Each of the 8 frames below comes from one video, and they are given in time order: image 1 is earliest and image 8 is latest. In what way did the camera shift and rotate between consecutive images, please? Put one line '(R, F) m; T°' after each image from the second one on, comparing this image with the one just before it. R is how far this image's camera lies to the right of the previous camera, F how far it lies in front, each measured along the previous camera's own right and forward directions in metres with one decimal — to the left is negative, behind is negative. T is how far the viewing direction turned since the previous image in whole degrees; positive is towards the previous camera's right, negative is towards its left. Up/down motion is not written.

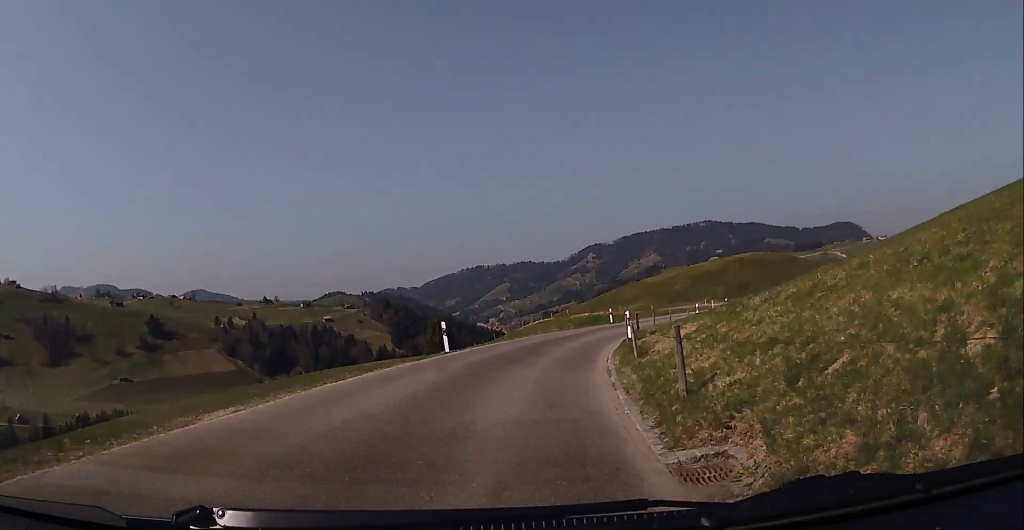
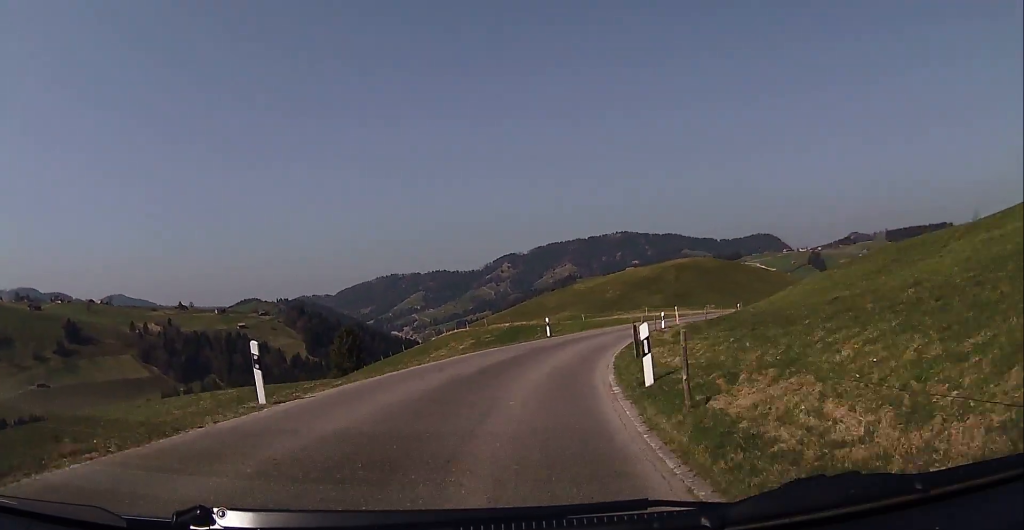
(+0.1, +10.6) m; +4°
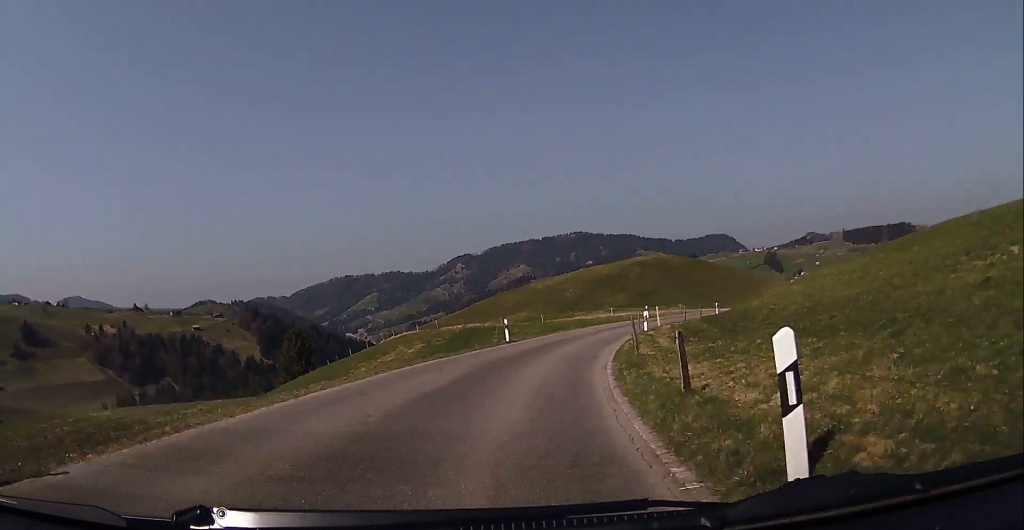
(+0.3, +5.3) m; +5°
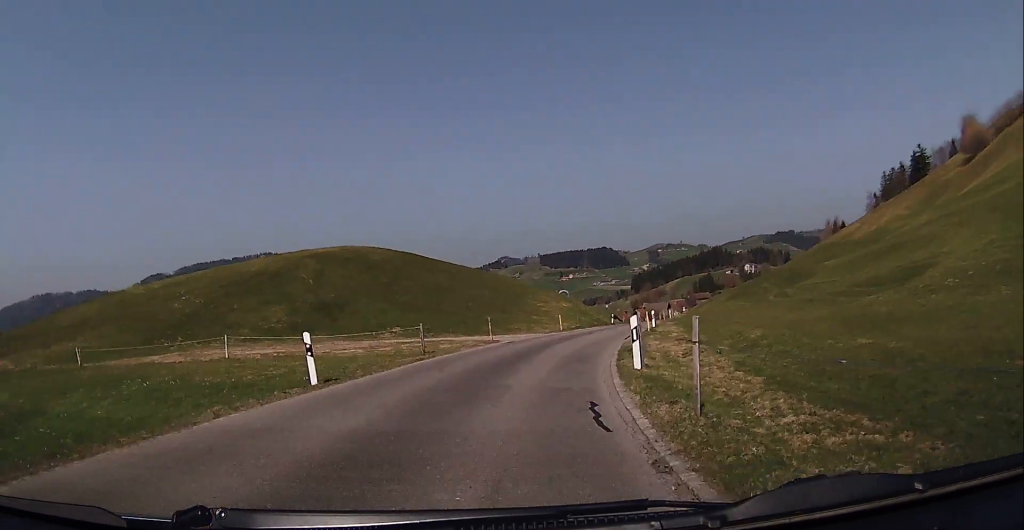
(+8.2, +34.1) m; +31°
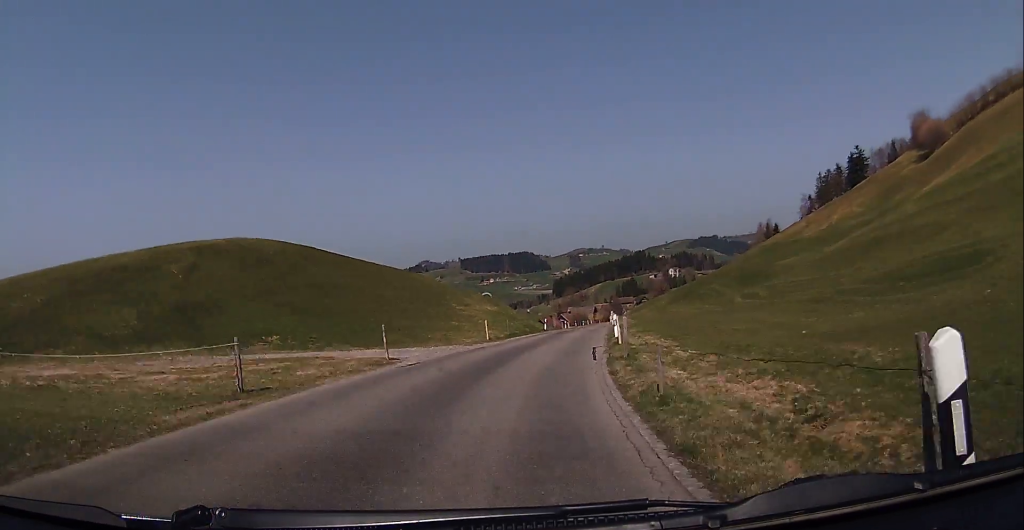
(+1.2, +7.7) m; +11°
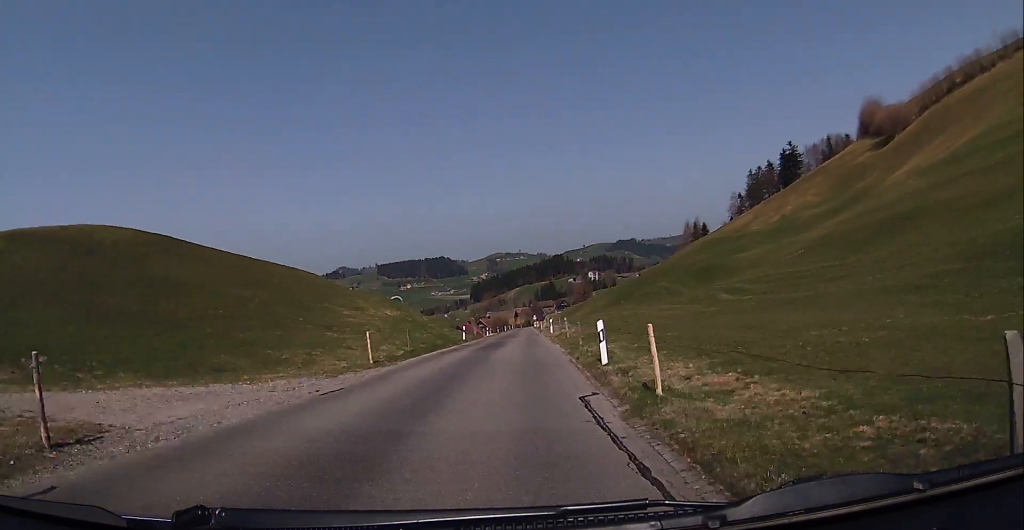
(+1.3, +10.7) m; +8°
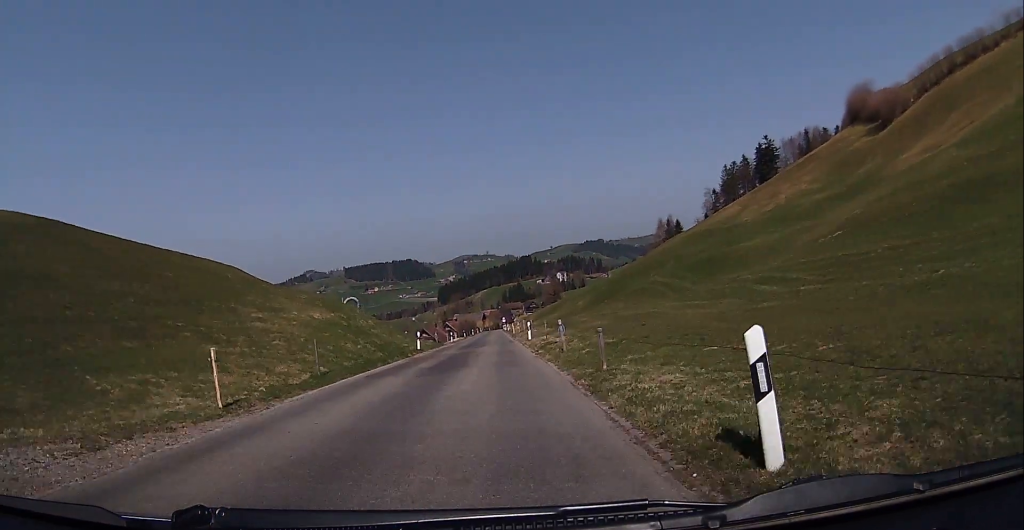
(+0.2, +8.4) m; +2°
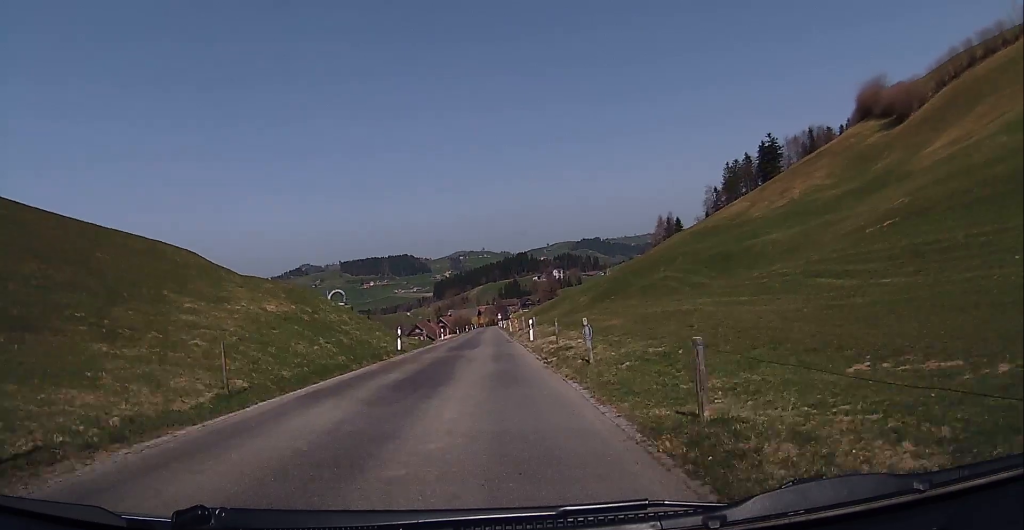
(+0.1, +5.2) m; 0°
